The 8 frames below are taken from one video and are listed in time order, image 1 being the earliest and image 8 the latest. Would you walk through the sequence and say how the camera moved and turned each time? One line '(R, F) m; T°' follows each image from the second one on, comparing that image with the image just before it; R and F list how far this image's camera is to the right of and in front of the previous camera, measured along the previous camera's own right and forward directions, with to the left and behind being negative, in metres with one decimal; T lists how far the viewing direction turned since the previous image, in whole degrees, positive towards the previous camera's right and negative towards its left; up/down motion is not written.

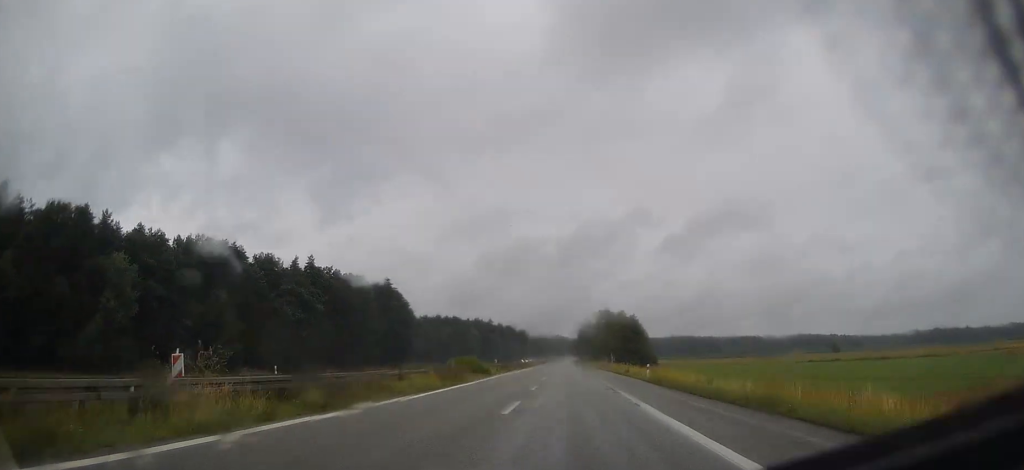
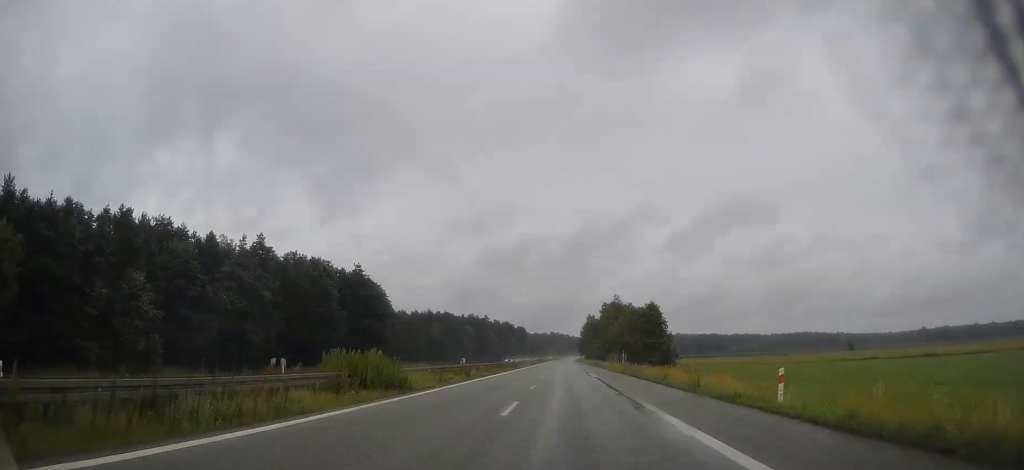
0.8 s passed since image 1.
(-0.1, +24.7) m; 0°
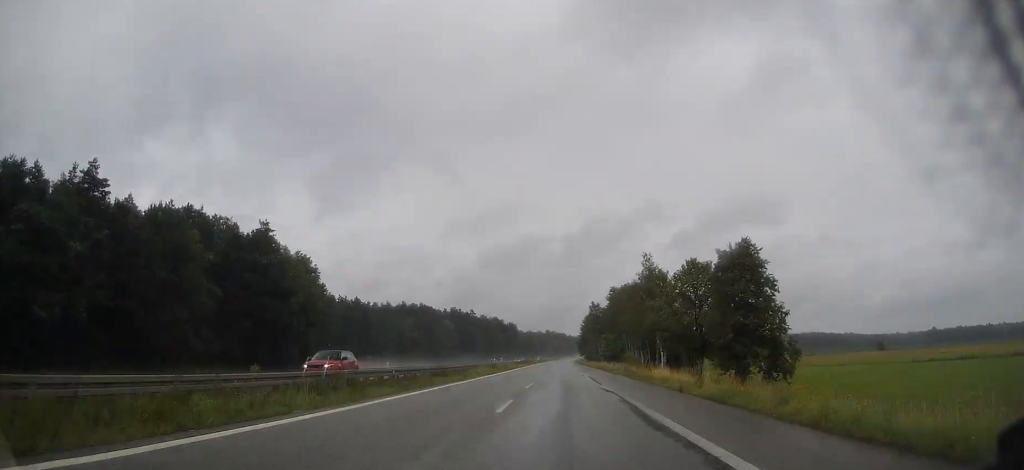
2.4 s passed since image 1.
(+0.4, +47.2) m; 0°
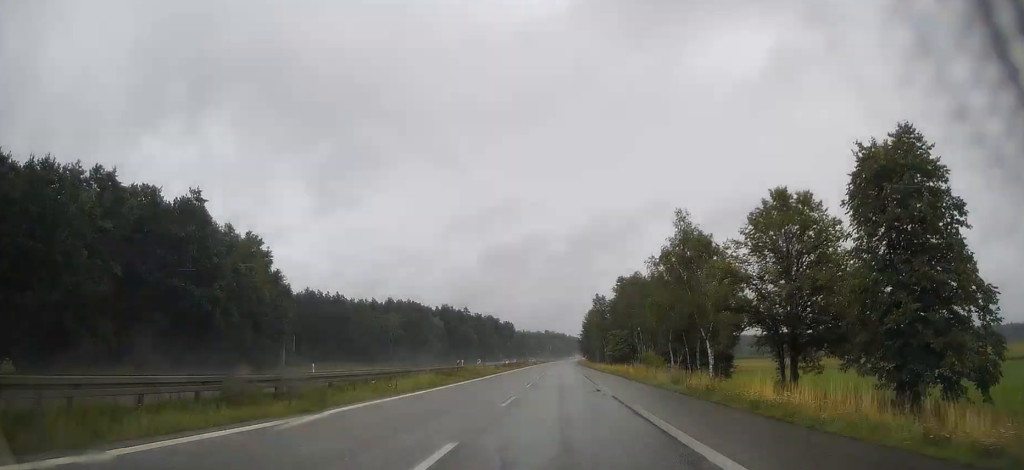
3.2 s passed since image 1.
(-0.3, +21.6) m; 0°
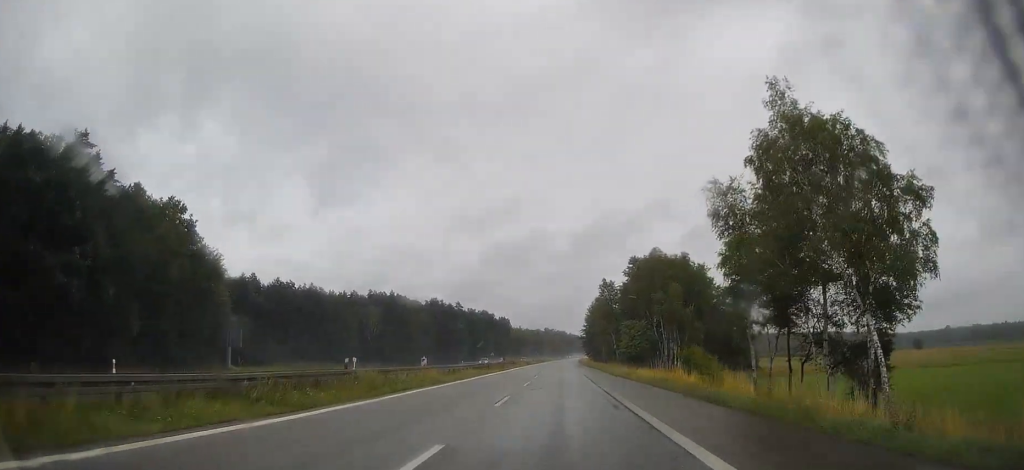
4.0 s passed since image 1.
(+0.4, +23.5) m; +1°
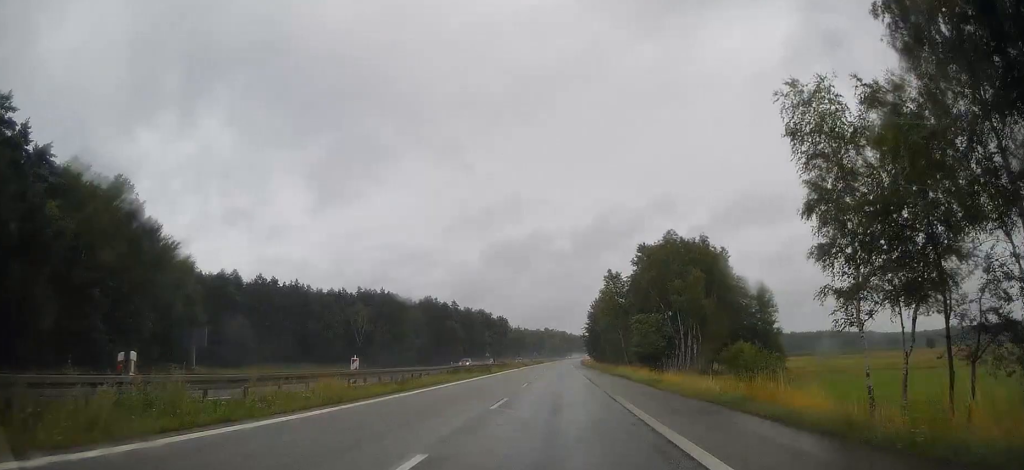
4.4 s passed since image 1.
(0.0, +12.8) m; 0°
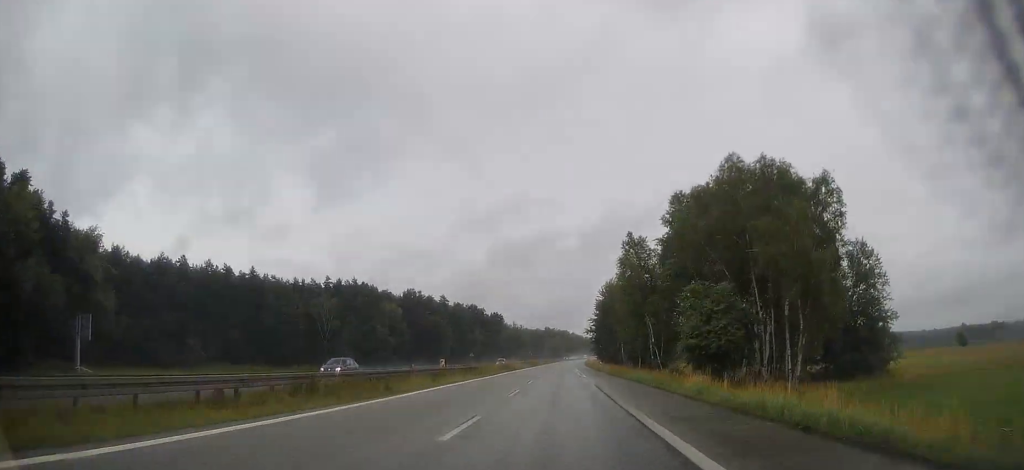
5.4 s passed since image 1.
(-0.1, +30.4) m; -1°
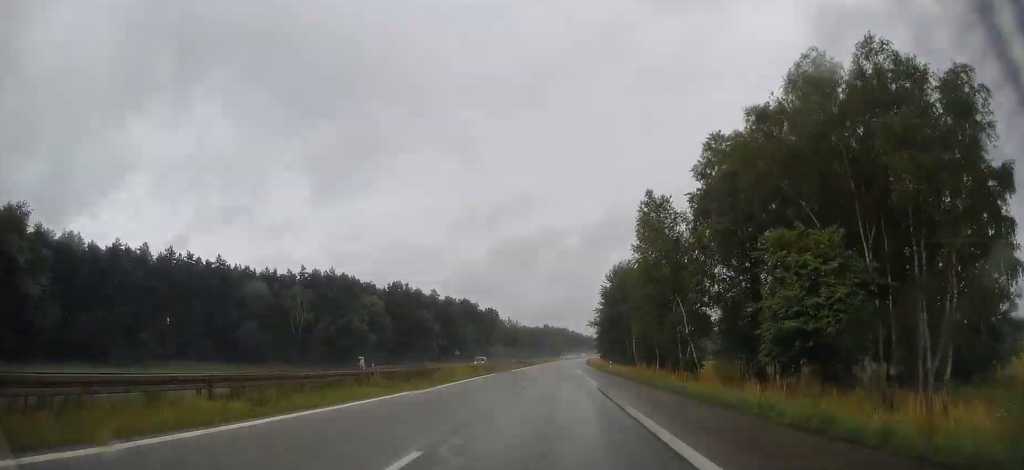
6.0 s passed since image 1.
(-0.3, +17.7) m; 0°
